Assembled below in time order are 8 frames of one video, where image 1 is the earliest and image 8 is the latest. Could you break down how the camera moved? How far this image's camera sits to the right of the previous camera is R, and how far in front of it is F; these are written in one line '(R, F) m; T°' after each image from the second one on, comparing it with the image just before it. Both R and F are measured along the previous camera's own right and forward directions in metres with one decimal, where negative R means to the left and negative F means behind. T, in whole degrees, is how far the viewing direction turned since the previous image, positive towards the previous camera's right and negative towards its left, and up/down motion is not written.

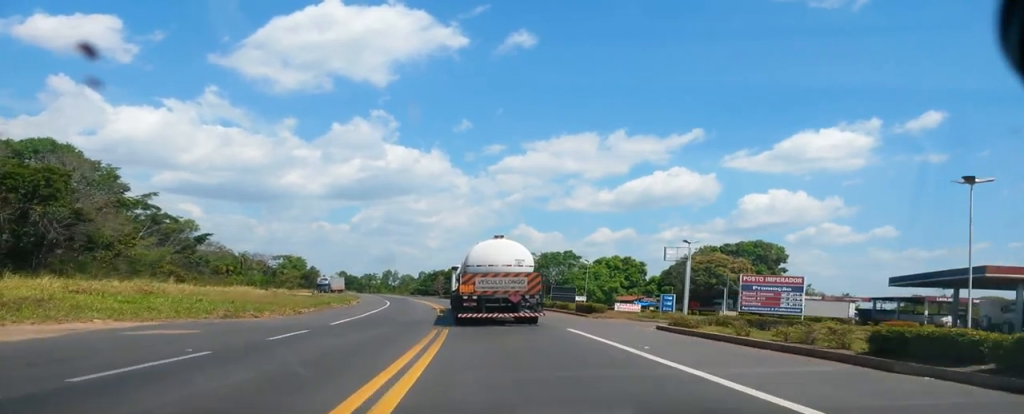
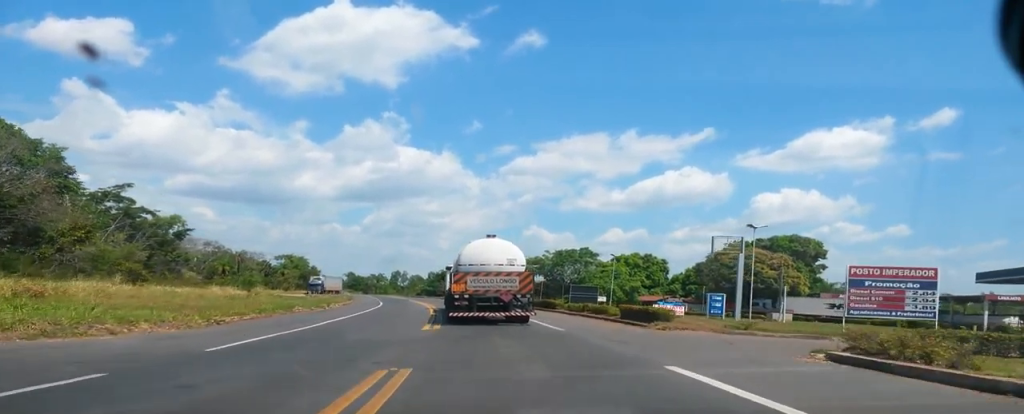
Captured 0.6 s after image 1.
(+0.1, +12.0) m; 0°
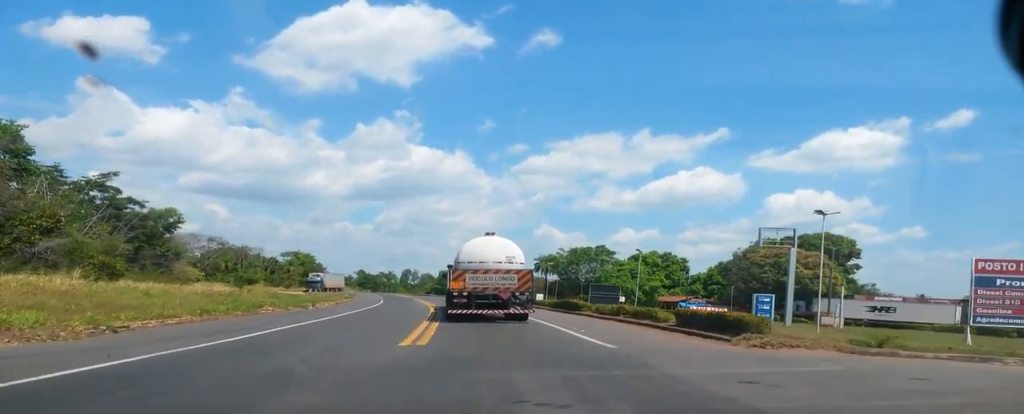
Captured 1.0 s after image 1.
(+0.1, +7.6) m; 0°
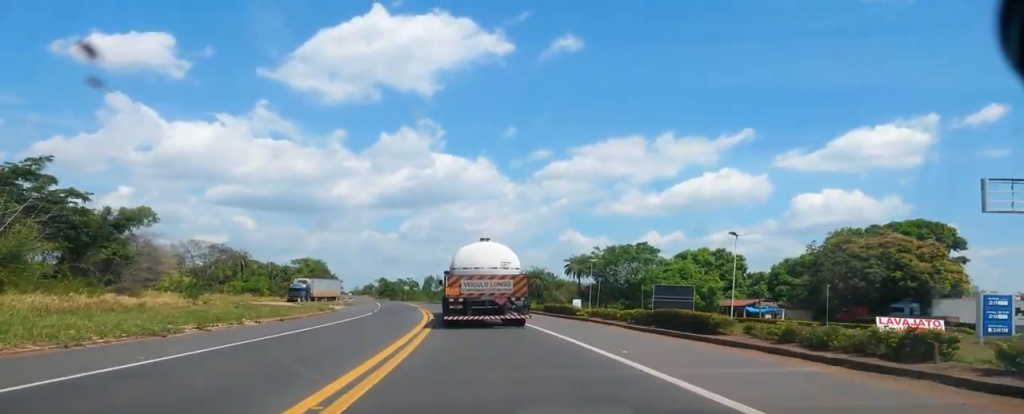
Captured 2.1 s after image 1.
(-0.1, +20.3) m; -2°
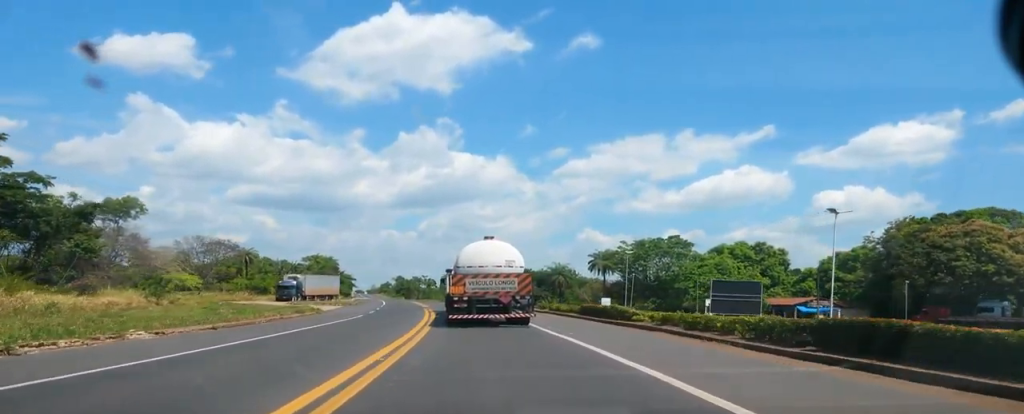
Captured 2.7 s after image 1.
(-0.1, +11.0) m; -2°
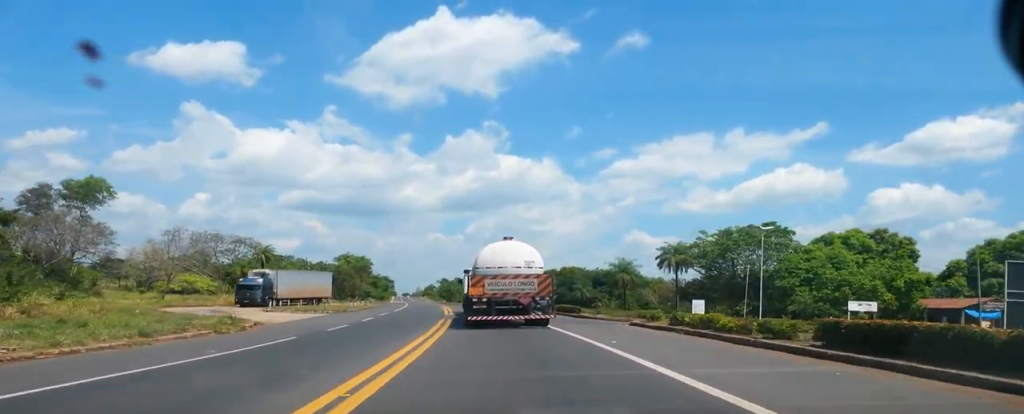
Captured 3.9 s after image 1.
(-0.8, +23.5) m; -6°
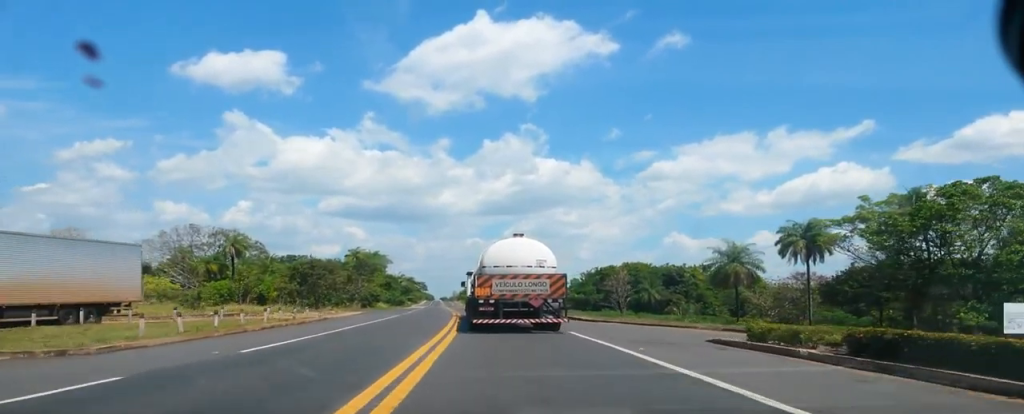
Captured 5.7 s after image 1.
(-2.8, +36.0) m; -5°
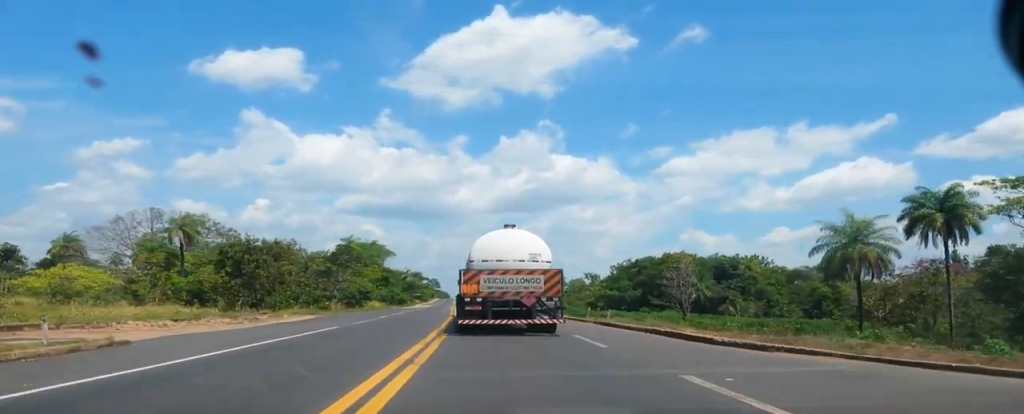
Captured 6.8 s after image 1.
(+0.3, +21.9) m; +2°
